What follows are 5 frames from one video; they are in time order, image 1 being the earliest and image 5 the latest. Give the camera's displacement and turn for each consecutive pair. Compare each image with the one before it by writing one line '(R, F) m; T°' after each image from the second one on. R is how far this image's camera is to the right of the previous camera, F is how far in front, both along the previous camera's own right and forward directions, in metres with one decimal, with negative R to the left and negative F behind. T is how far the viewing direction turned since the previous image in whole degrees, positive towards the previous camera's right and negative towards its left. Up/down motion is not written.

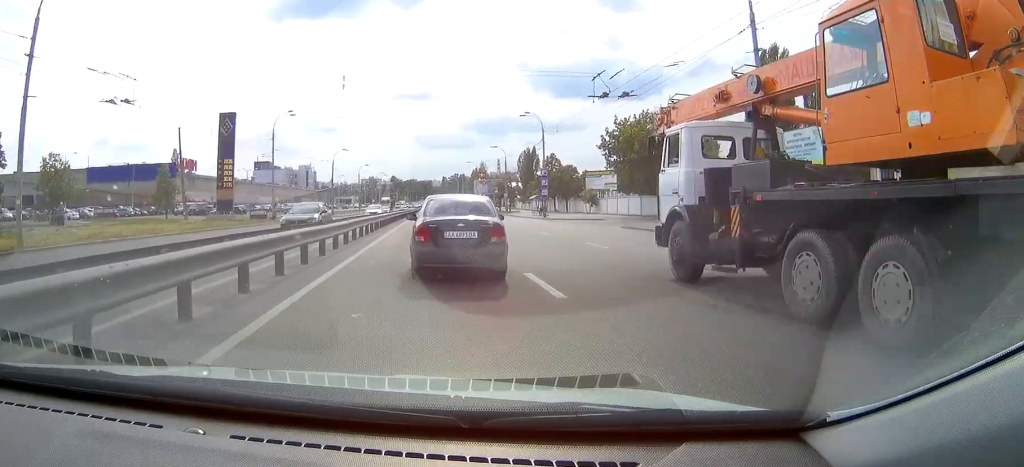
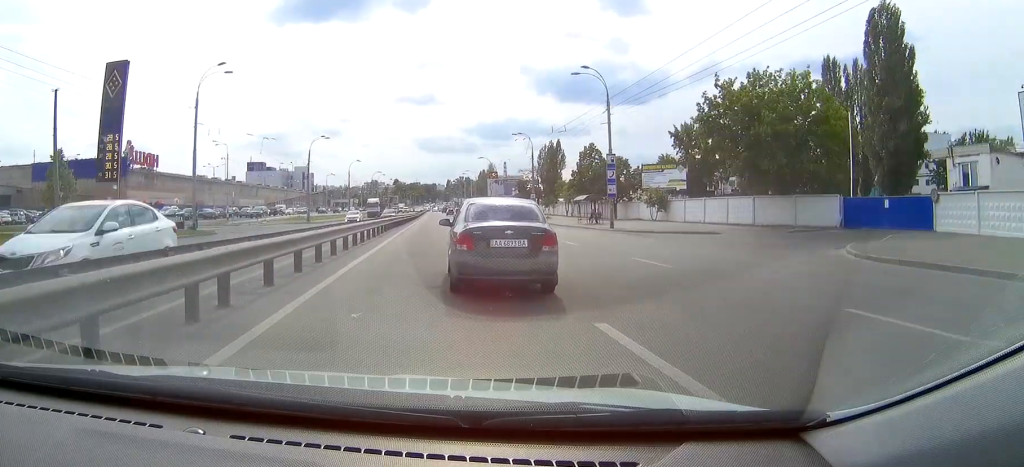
(+0.8, +22.4) m; +1°
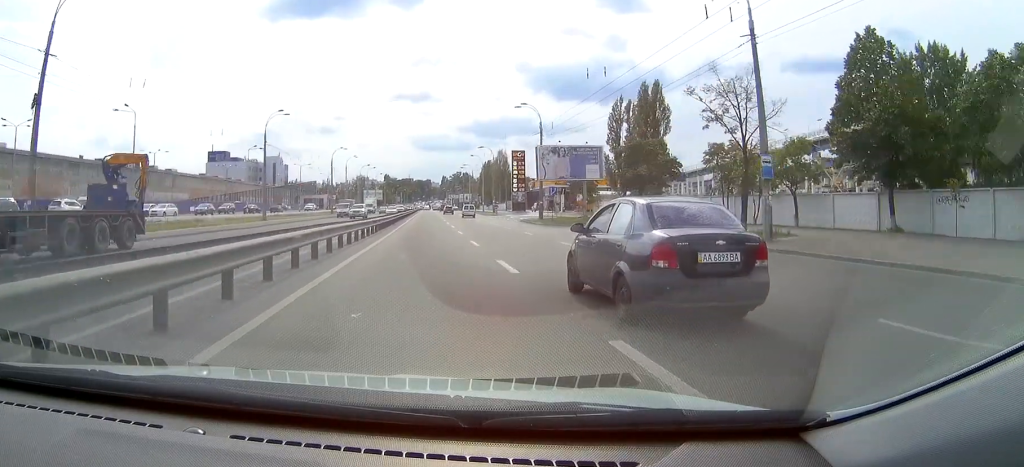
(-1.1, +52.4) m; -1°
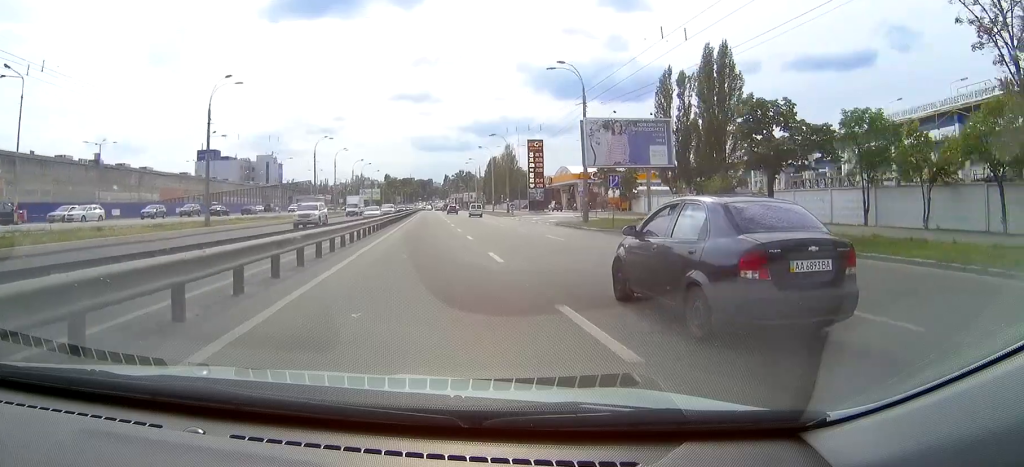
(0.0, +15.0) m; 0°
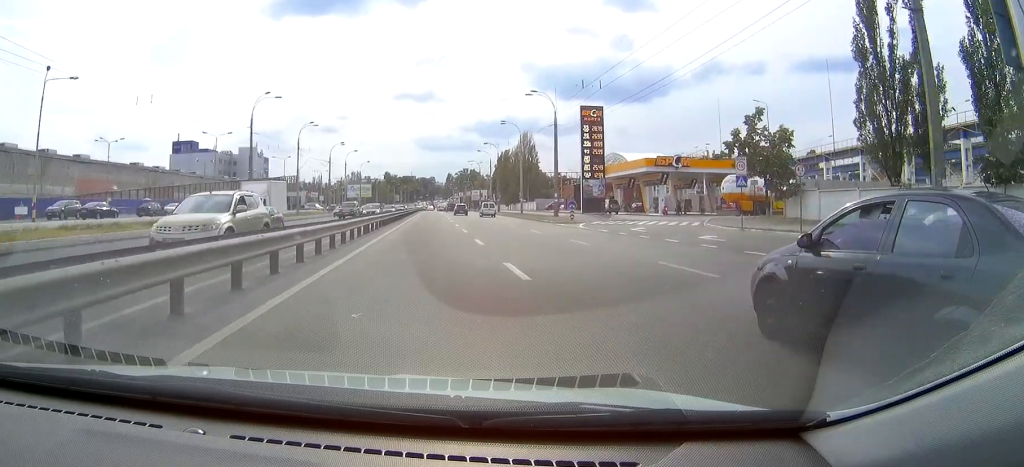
(+0.1, +29.5) m; -1°
